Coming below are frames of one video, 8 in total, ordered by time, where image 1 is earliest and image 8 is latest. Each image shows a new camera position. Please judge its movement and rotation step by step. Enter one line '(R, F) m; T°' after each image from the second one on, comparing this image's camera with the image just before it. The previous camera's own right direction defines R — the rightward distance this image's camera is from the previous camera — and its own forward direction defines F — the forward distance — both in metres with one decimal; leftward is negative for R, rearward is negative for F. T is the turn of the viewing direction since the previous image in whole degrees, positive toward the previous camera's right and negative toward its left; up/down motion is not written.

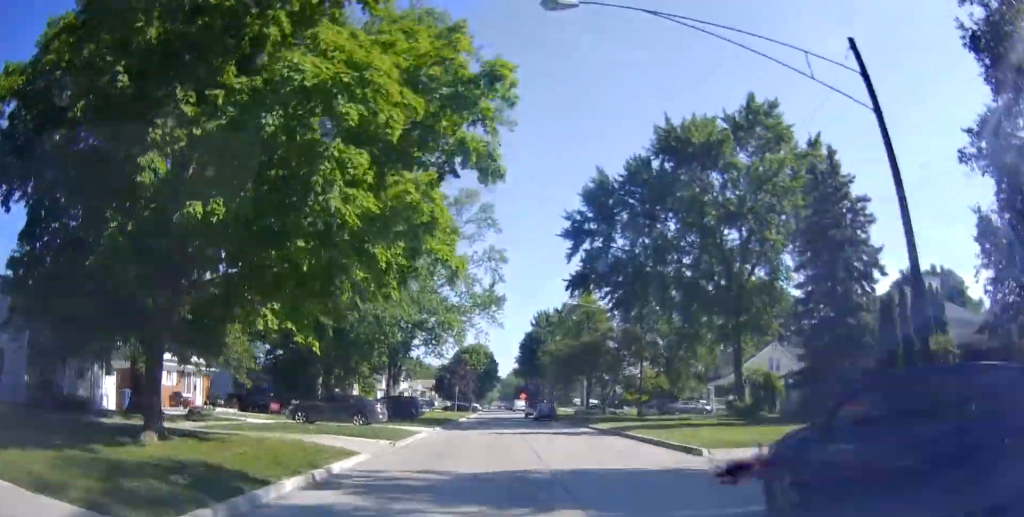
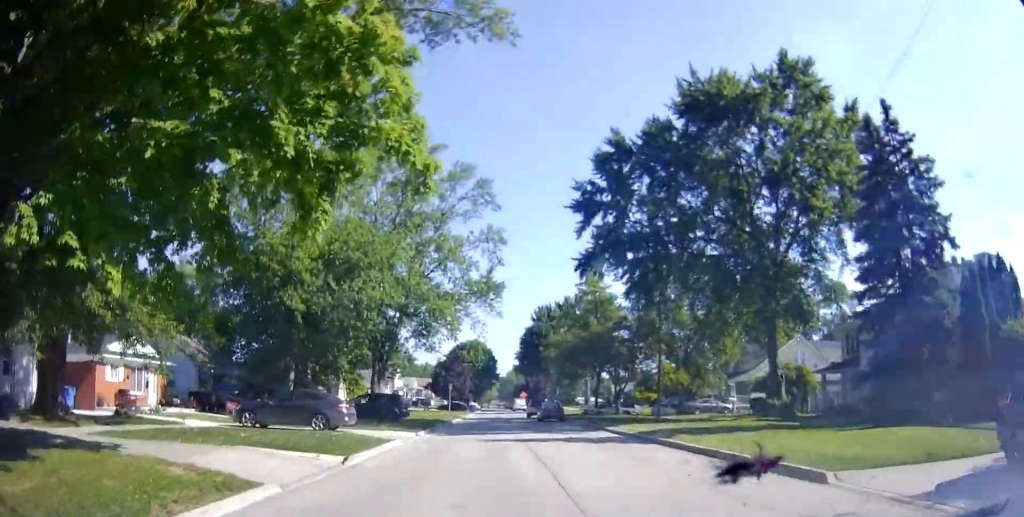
(0.0, +5.9) m; 0°
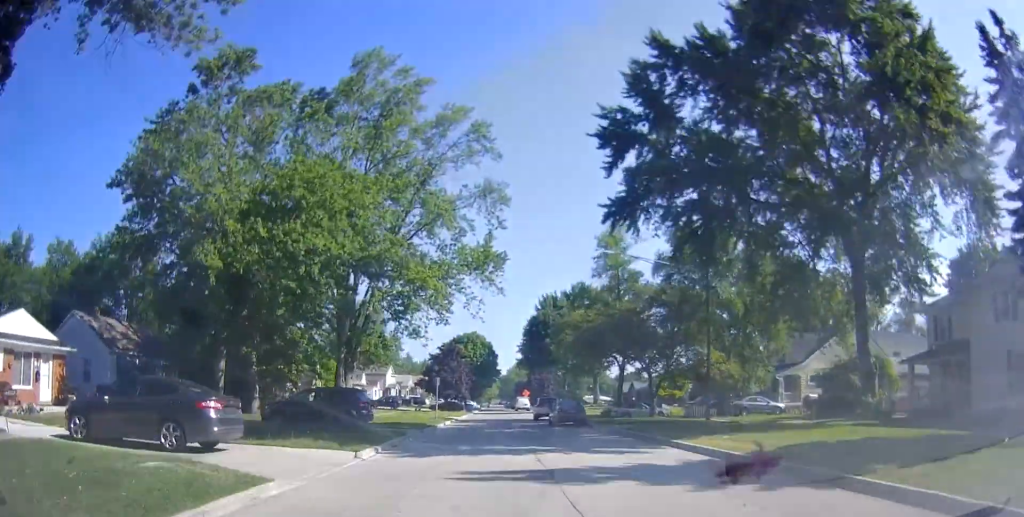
(+0.1, +10.1) m; +2°
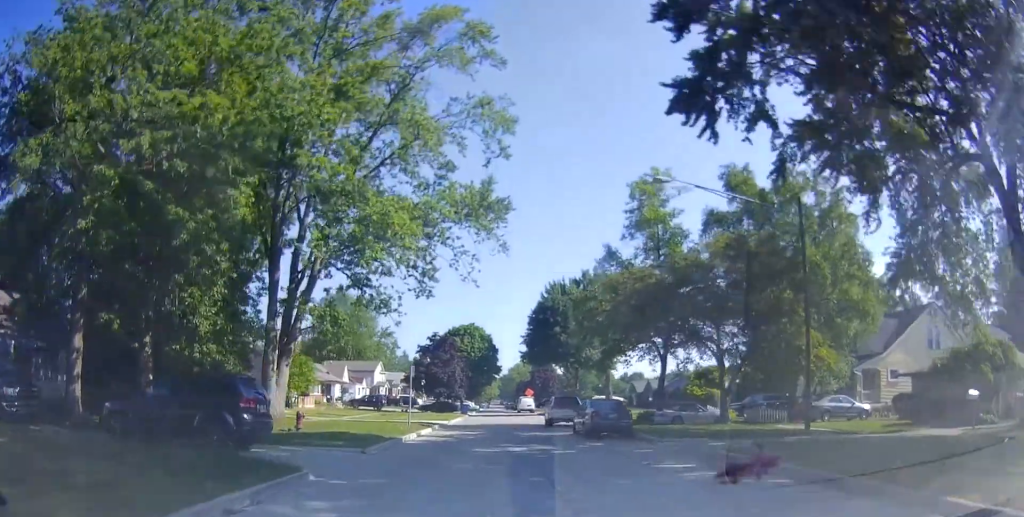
(+0.3, +11.5) m; +2°
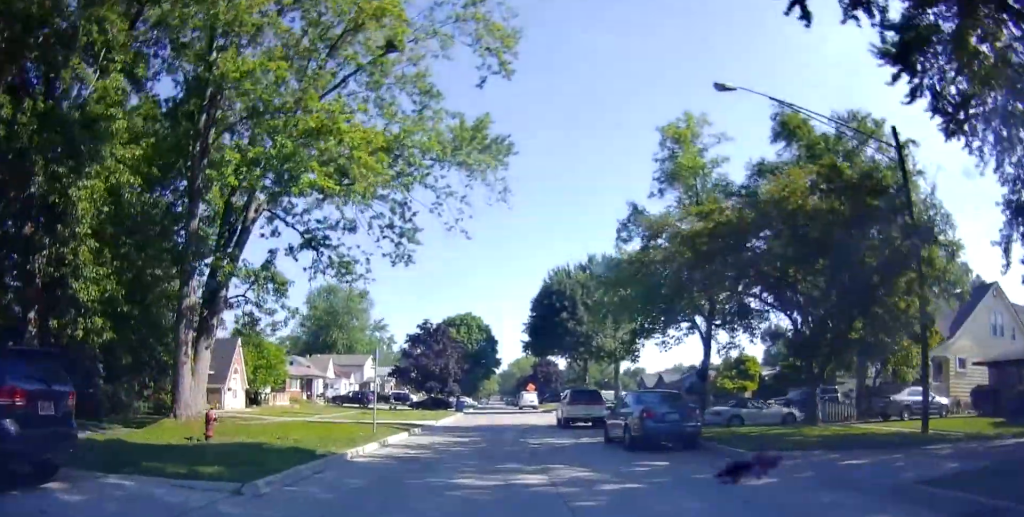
(+0.1, +7.5) m; -1°
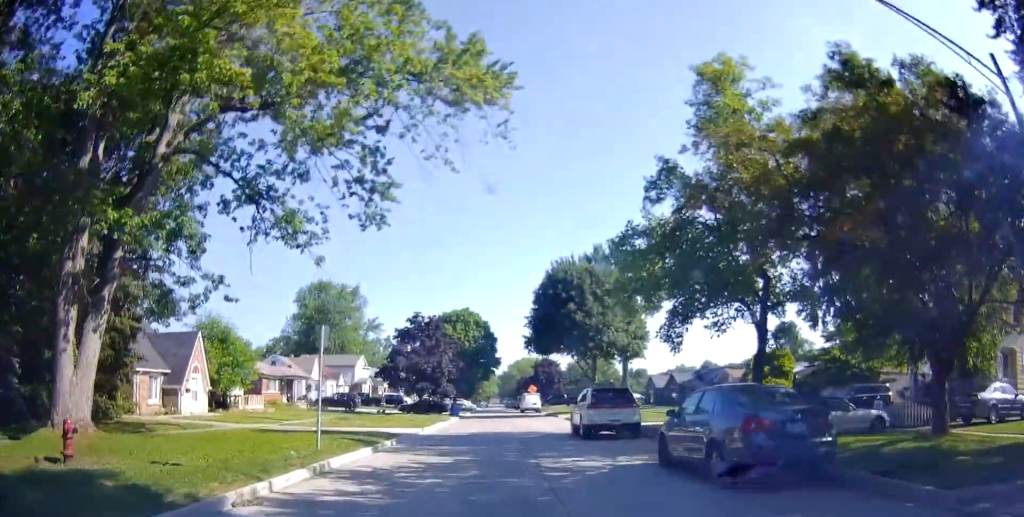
(+0.2, +6.0) m; -2°
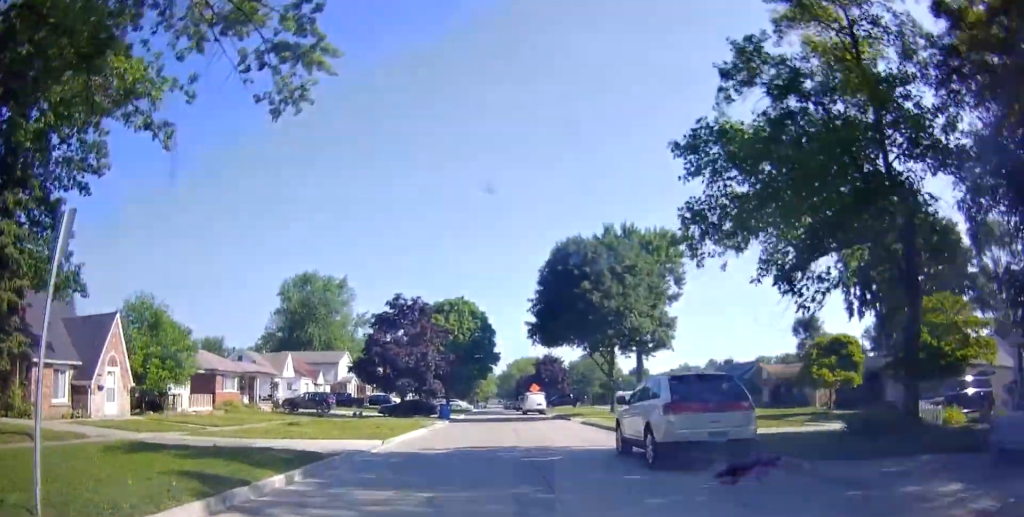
(-0.5, +9.0) m; 0°
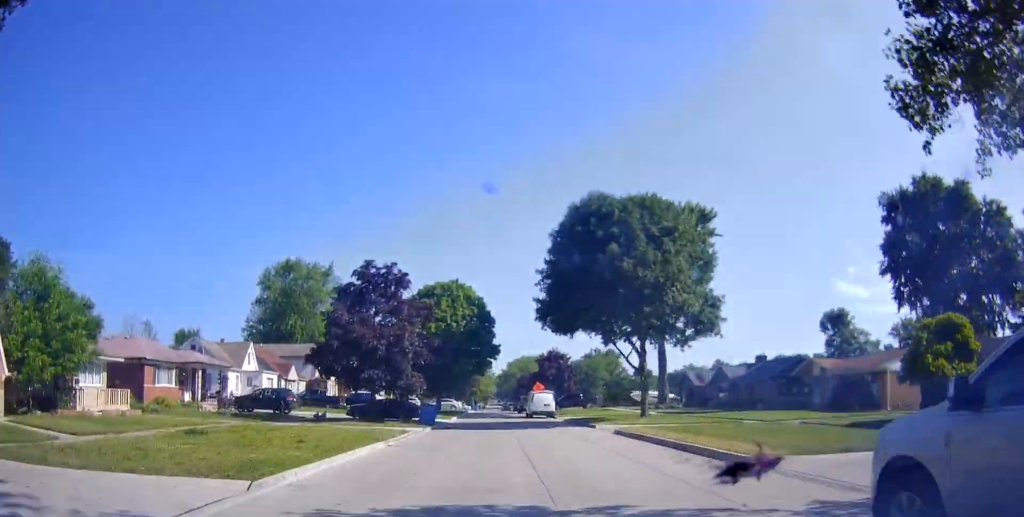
(+0.1, +10.1) m; +2°
